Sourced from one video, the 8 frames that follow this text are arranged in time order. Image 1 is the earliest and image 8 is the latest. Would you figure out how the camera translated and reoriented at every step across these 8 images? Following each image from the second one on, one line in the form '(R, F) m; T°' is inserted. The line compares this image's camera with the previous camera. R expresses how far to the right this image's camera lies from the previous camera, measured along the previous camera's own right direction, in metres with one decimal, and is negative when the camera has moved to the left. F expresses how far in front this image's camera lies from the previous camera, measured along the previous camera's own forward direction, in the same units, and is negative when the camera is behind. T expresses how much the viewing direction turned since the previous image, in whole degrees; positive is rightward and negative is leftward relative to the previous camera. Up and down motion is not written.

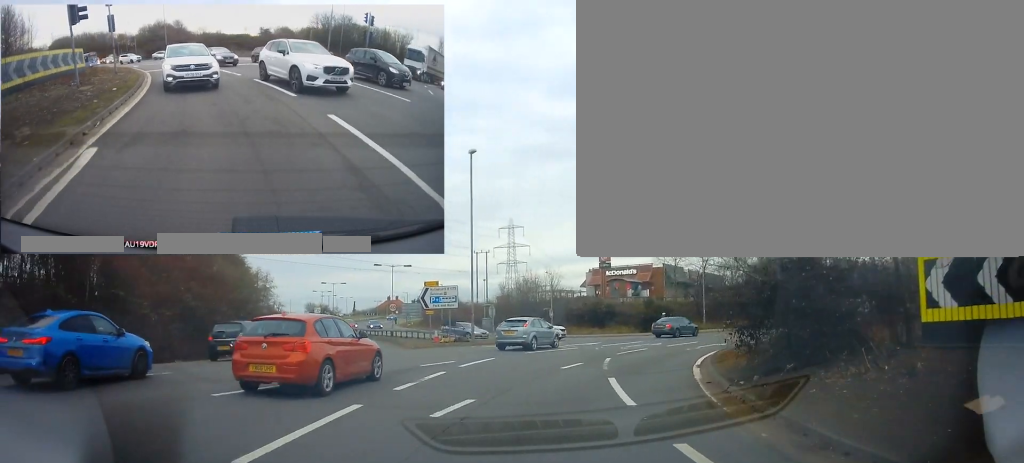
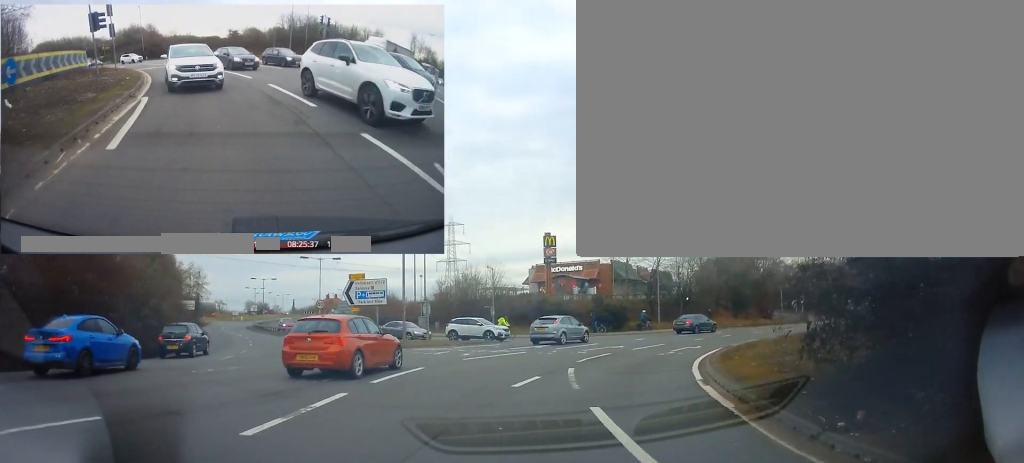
(+0.3, +4.8) m; +8°
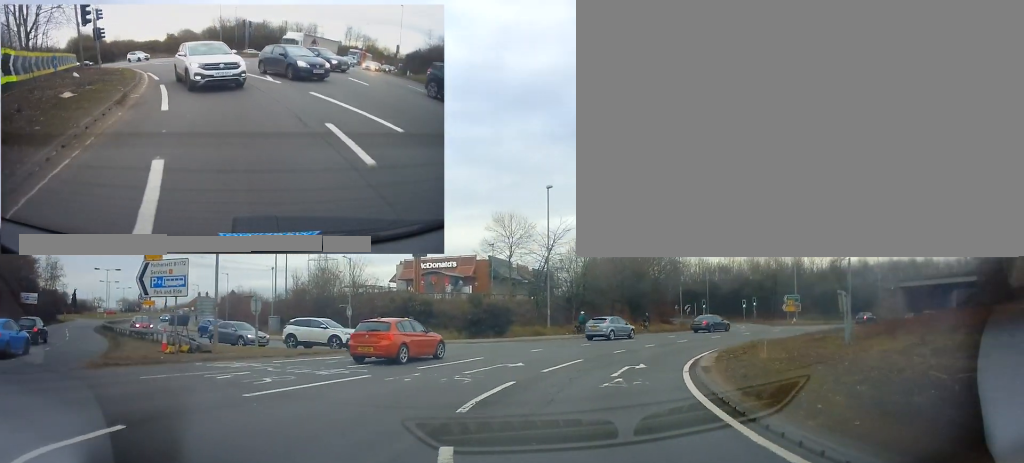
(+1.6, +10.5) m; +17°
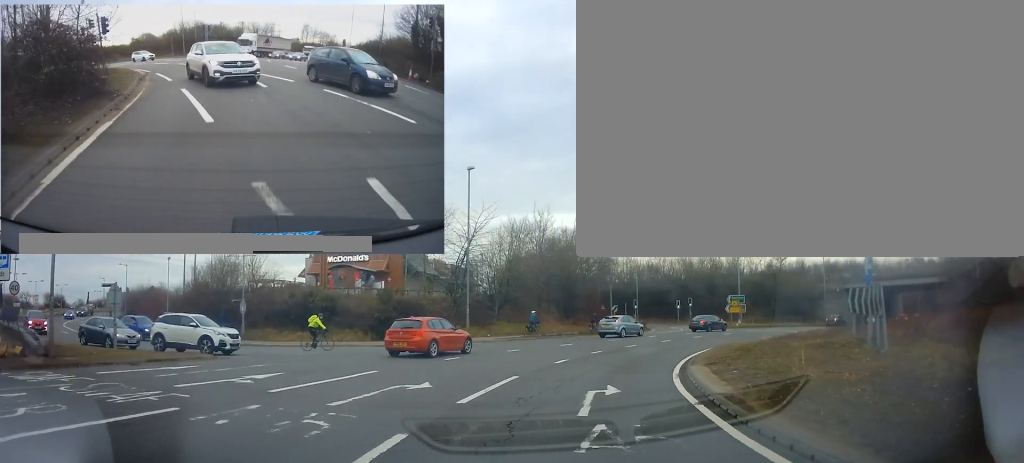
(+0.4, +6.7) m; +7°
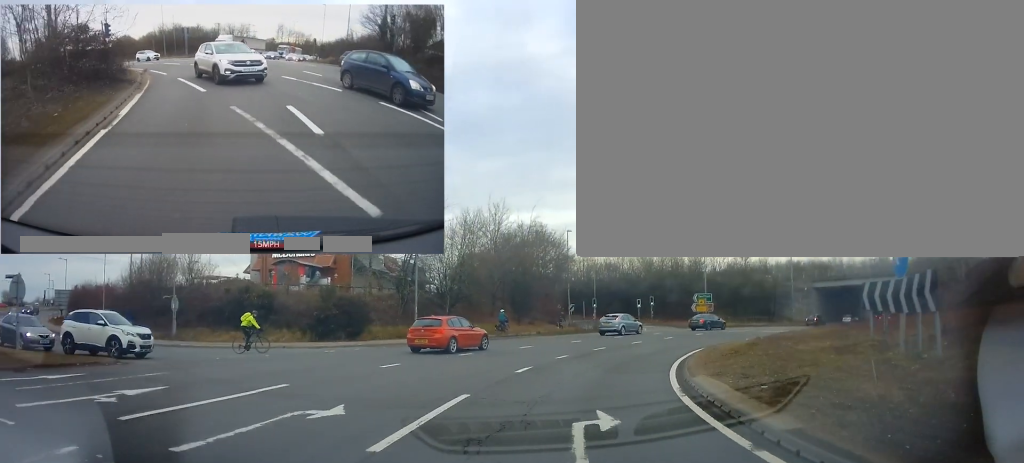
(+0.2, +3.9) m; +5°
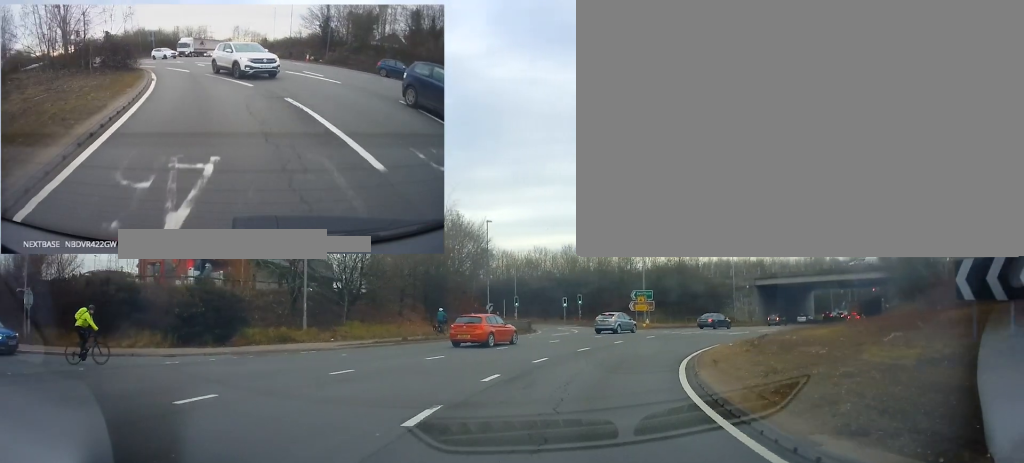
(+0.6, +7.7) m; +10°
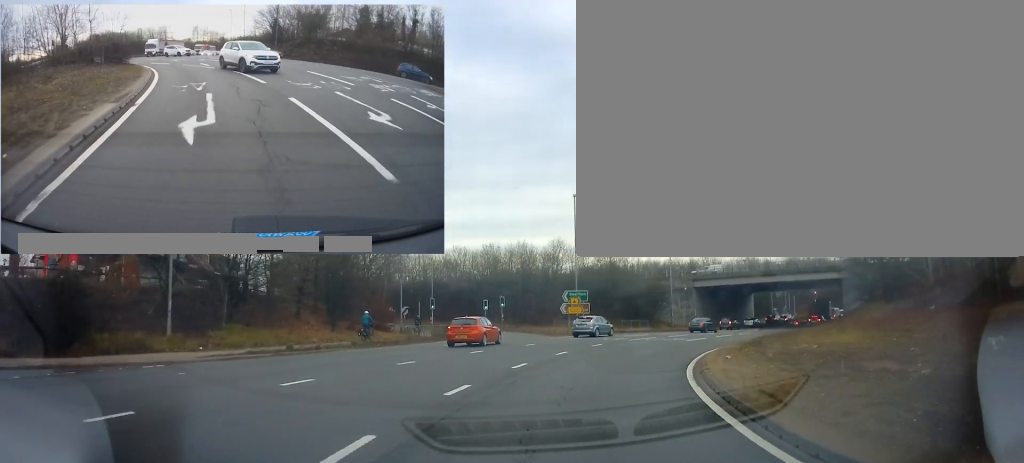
(+0.6, +6.8) m; +9°
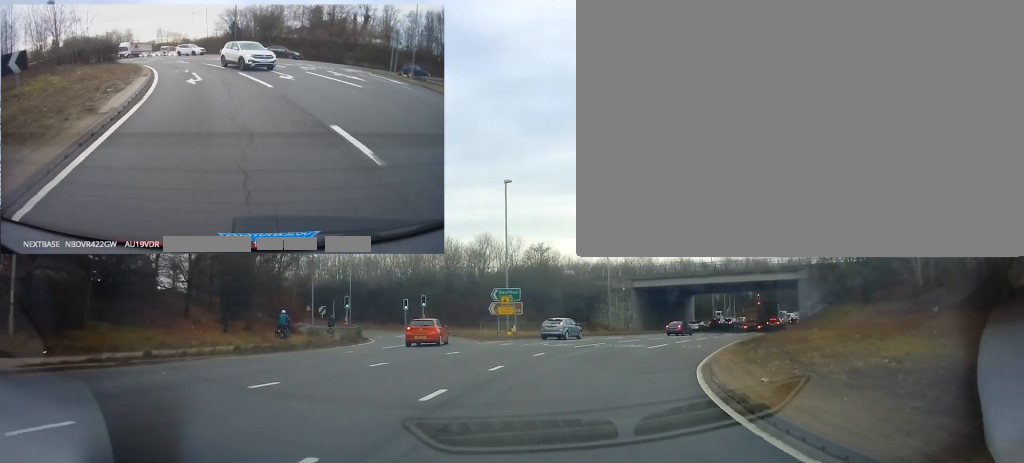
(+0.3, +6.0) m; +7°
